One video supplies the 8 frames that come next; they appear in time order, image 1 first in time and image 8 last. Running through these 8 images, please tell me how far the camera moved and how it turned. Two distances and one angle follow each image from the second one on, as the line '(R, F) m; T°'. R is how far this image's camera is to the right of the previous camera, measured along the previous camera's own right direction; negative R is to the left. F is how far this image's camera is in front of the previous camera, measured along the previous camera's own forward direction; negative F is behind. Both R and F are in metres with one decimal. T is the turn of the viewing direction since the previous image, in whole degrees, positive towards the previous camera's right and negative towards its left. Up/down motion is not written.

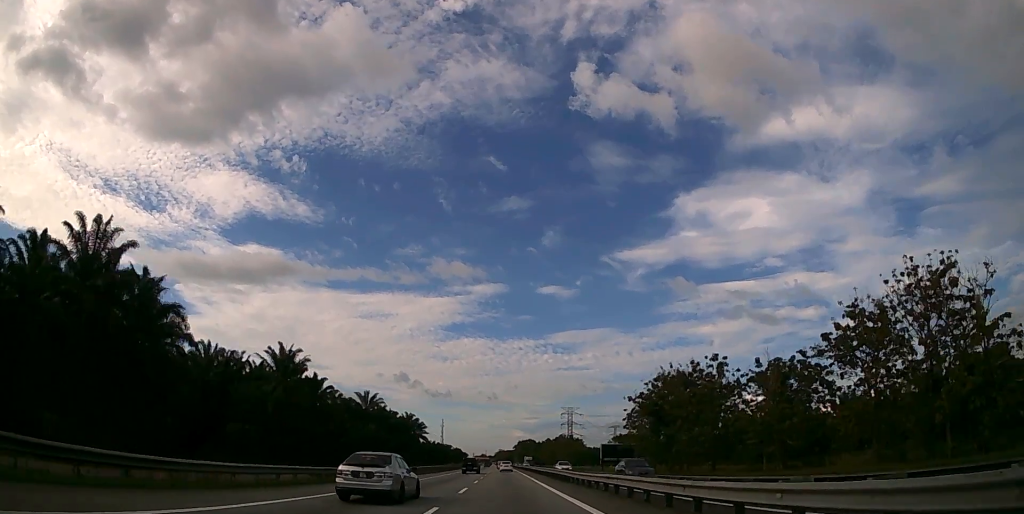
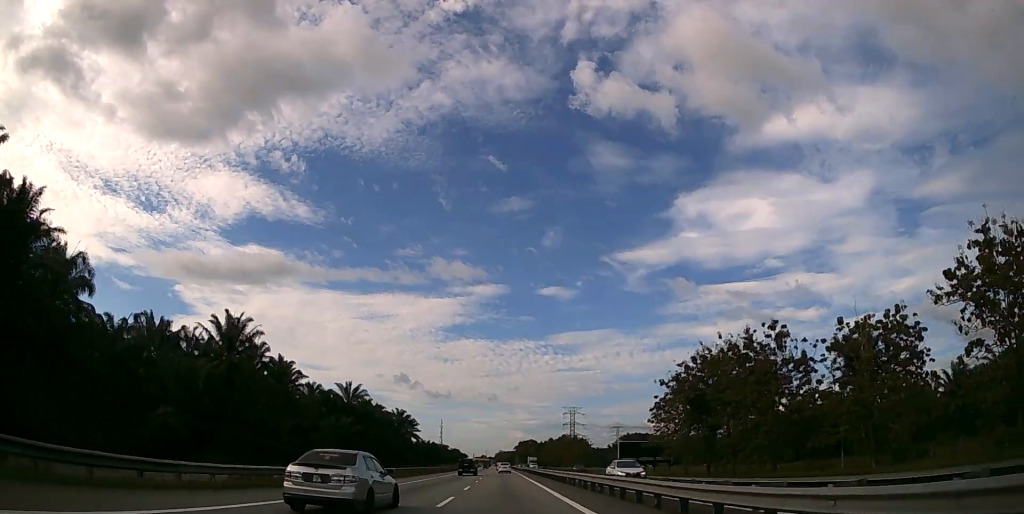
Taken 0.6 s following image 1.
(0.0, +17.4) m; 0°
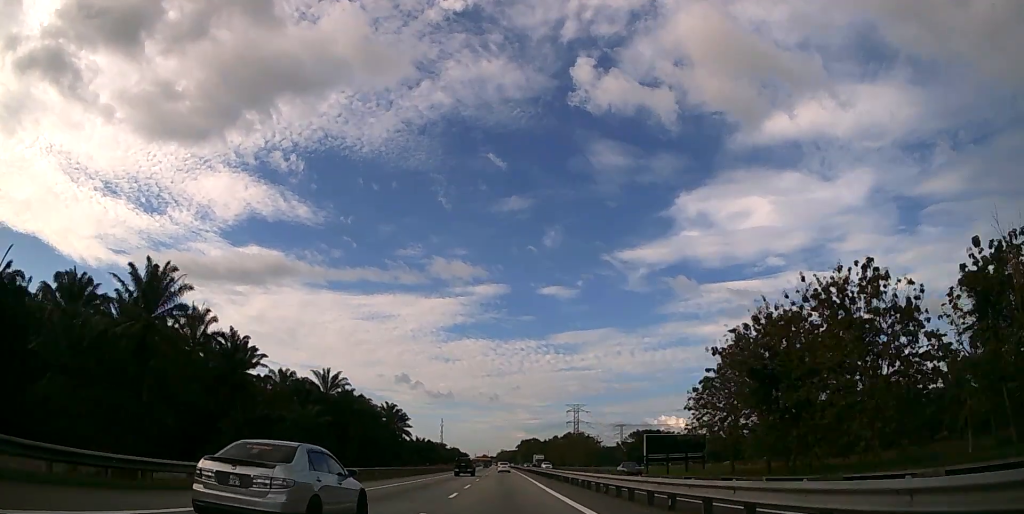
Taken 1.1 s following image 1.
(0.0, +17.5) m; 0°
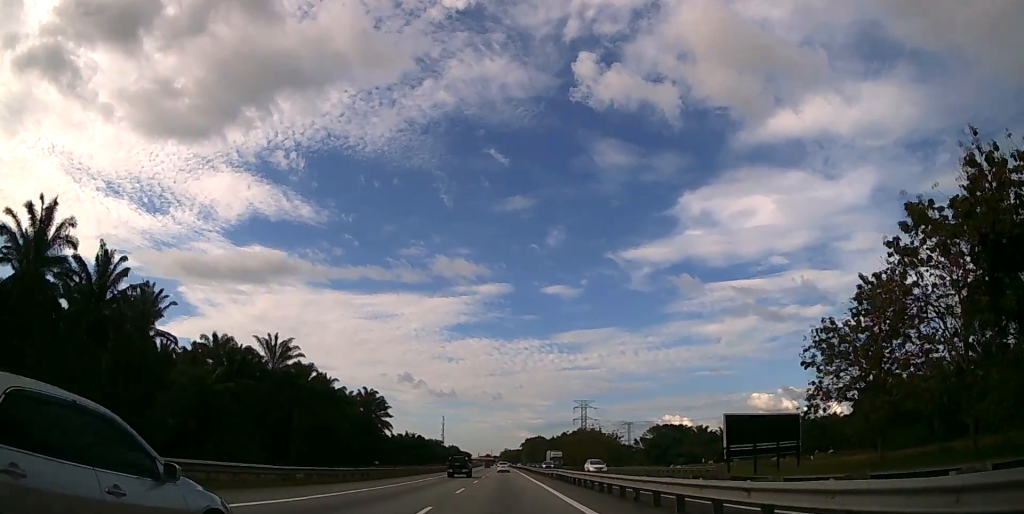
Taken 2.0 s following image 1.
(0.0, +28.7) m; 0°
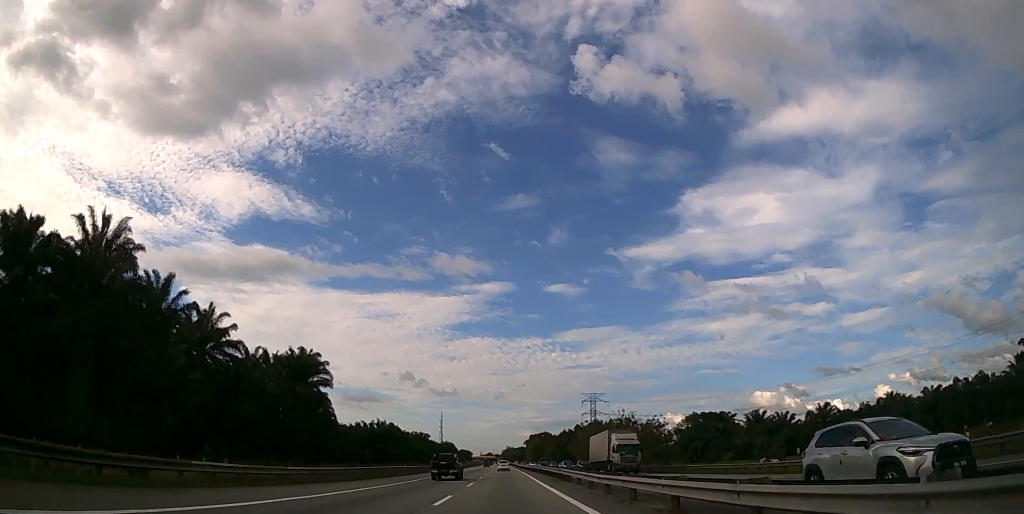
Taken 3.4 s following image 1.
(-0.2, +43.7) m; 0°
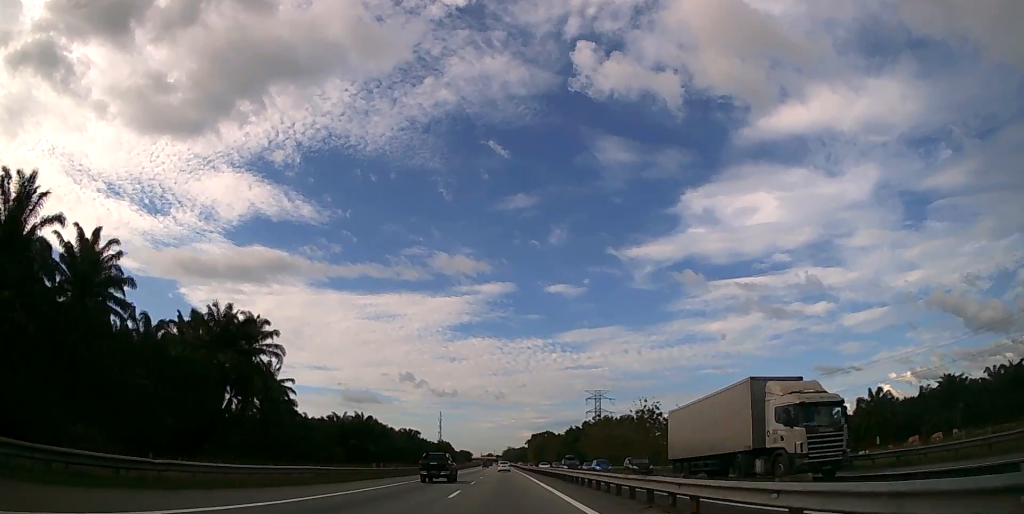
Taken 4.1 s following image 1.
(0.0, +21.3) m; 0°
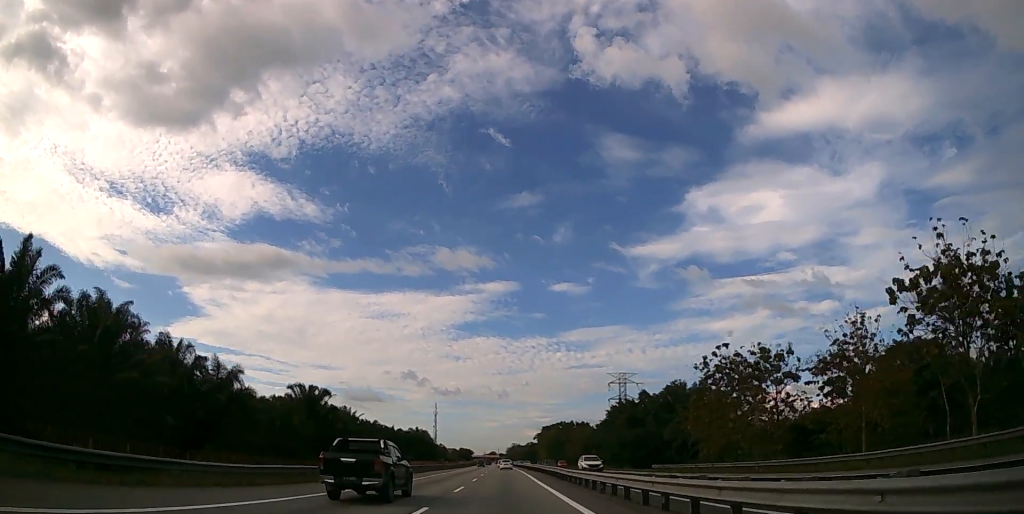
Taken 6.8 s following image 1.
(-0.3, +84.0) m; 0°
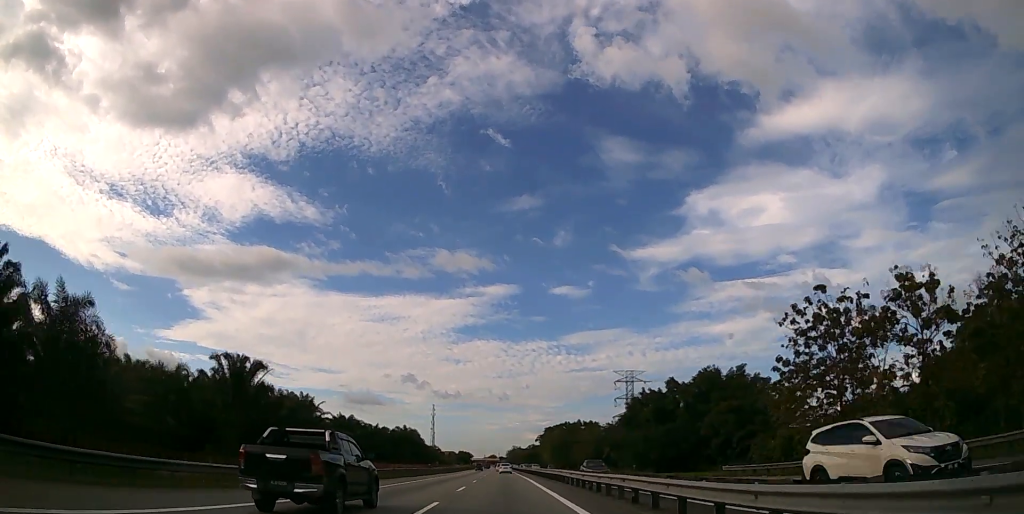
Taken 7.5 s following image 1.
(0.0, +21.4) m; 0°
